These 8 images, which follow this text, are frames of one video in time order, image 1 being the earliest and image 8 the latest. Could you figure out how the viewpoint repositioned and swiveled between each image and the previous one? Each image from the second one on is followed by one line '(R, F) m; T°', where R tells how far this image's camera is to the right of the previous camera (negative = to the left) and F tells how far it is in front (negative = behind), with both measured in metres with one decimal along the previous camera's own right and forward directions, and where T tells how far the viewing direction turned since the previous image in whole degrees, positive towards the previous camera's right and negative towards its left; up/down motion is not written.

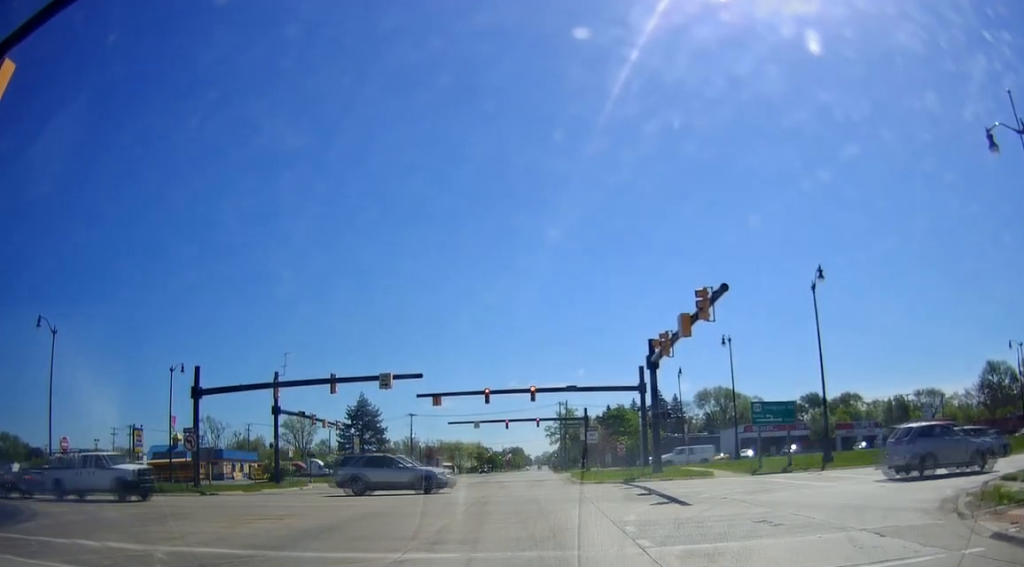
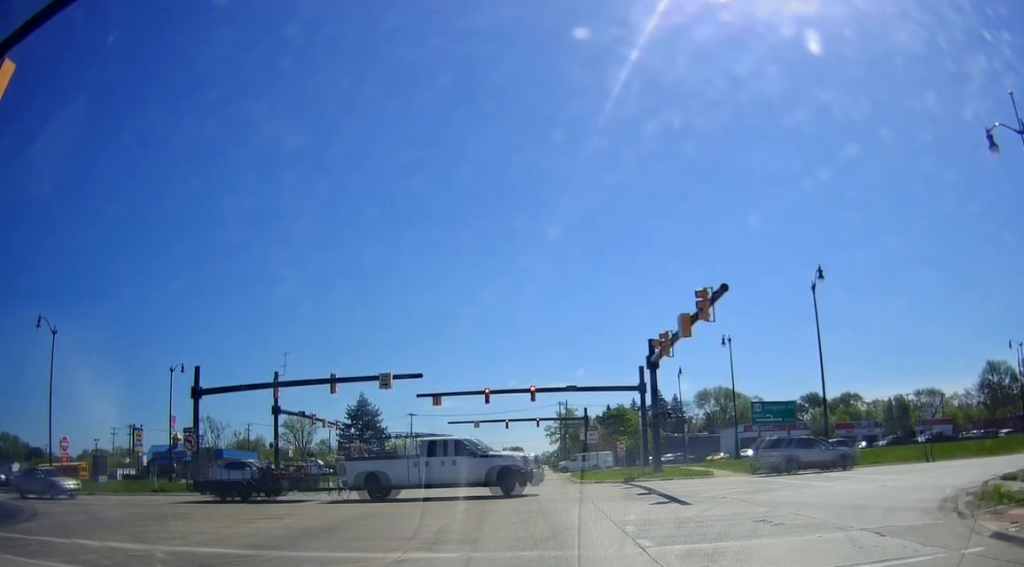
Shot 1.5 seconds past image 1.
(0.0, 0.0) m; 0°
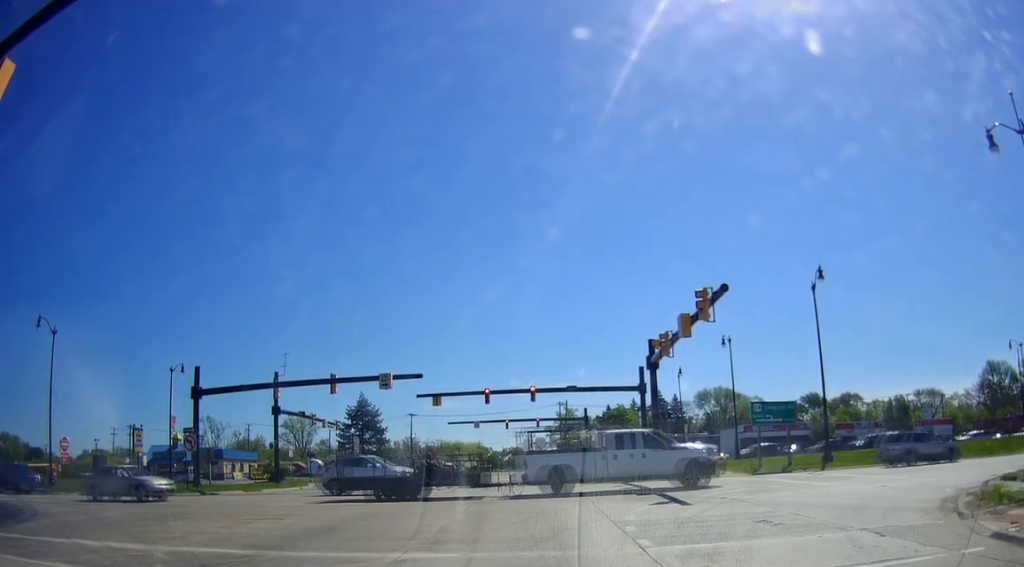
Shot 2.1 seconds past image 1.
(0.0, 0.0) m; 0°
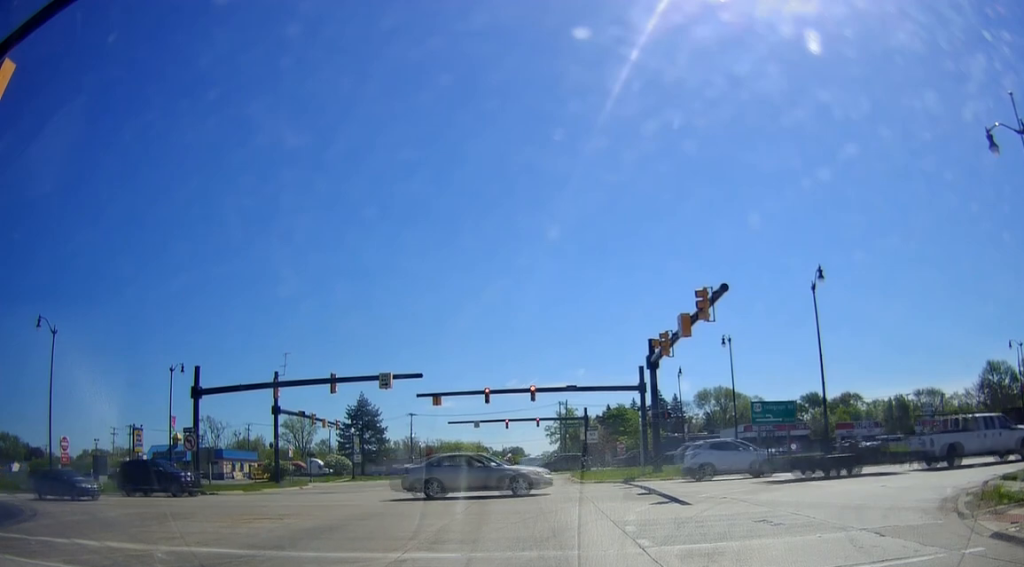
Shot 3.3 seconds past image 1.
(0.0, 0.0) m; 0°
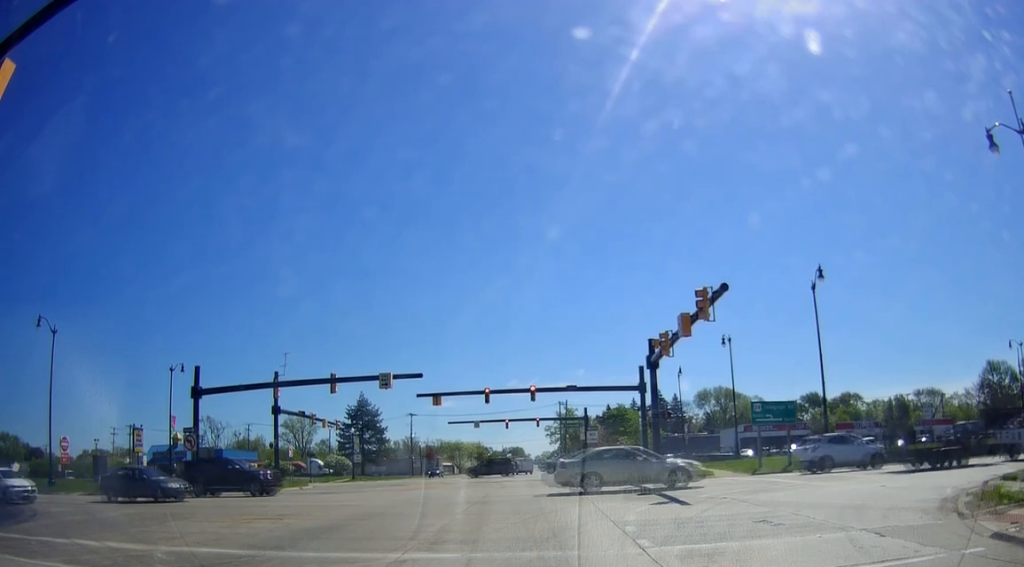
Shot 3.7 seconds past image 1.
(0.0, 0.0) m; 0°
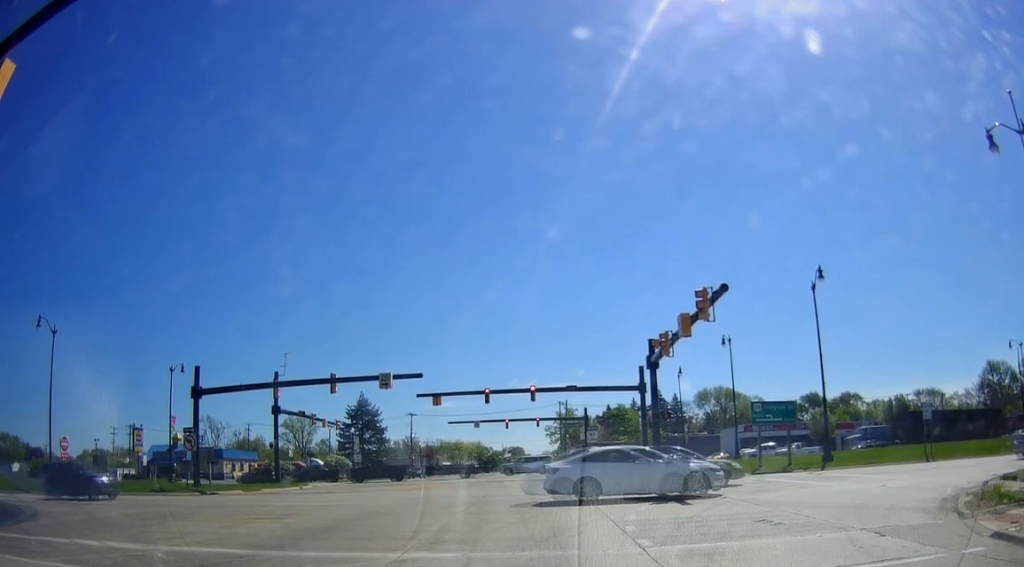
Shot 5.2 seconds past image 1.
(0.0, 0.0) m; 0°
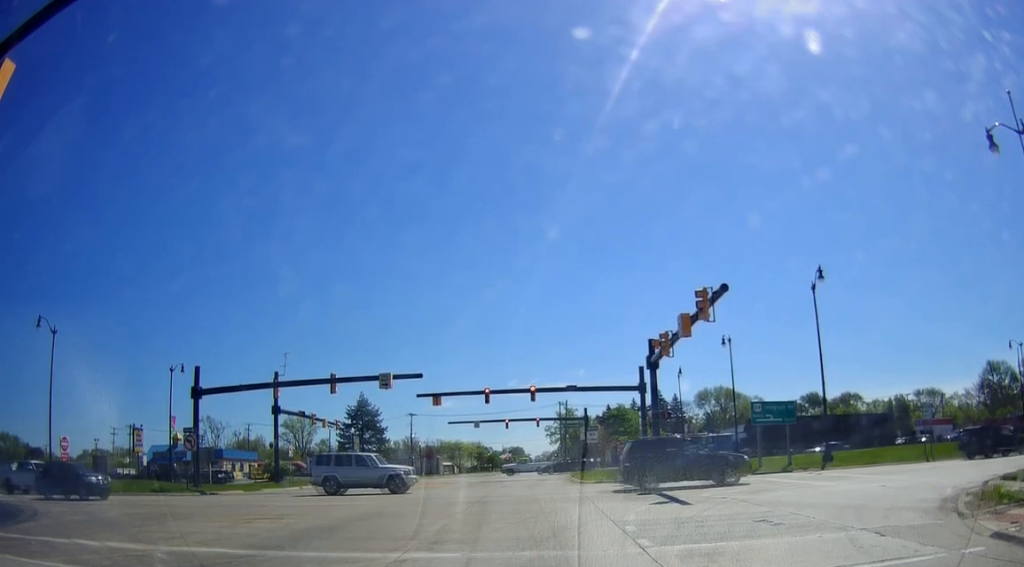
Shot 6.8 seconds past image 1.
(0.0, 0.0) m; 0°
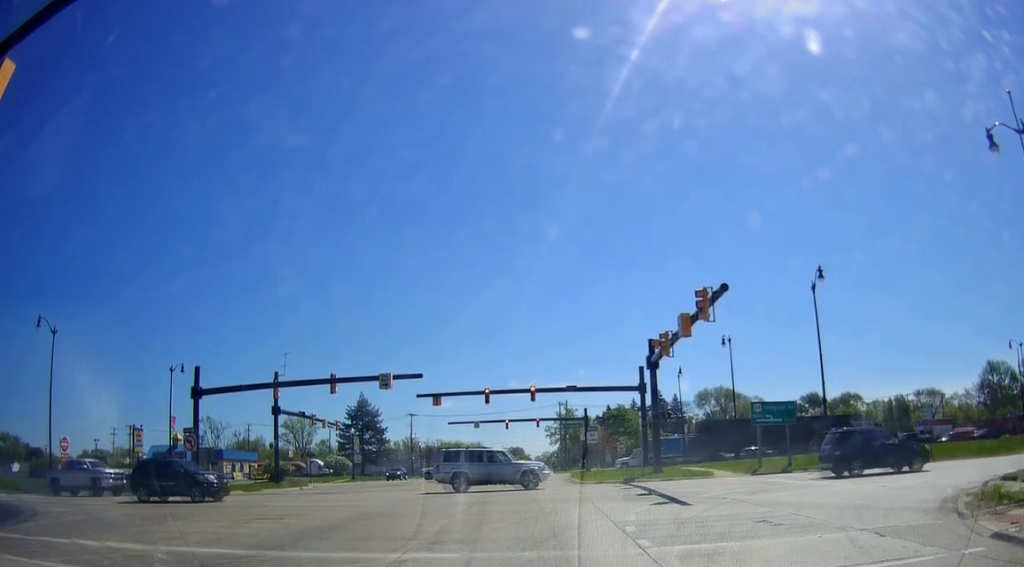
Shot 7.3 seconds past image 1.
(0.0, 0.0) m; 0°
